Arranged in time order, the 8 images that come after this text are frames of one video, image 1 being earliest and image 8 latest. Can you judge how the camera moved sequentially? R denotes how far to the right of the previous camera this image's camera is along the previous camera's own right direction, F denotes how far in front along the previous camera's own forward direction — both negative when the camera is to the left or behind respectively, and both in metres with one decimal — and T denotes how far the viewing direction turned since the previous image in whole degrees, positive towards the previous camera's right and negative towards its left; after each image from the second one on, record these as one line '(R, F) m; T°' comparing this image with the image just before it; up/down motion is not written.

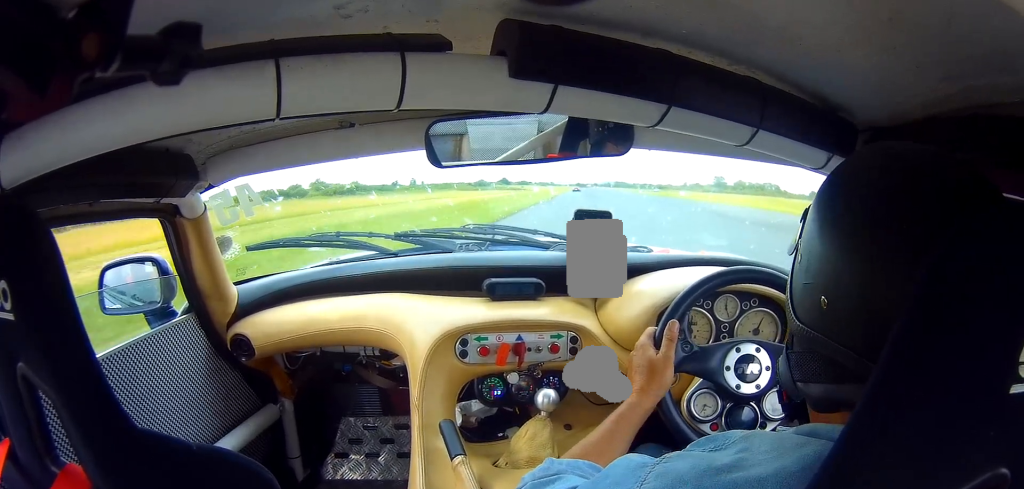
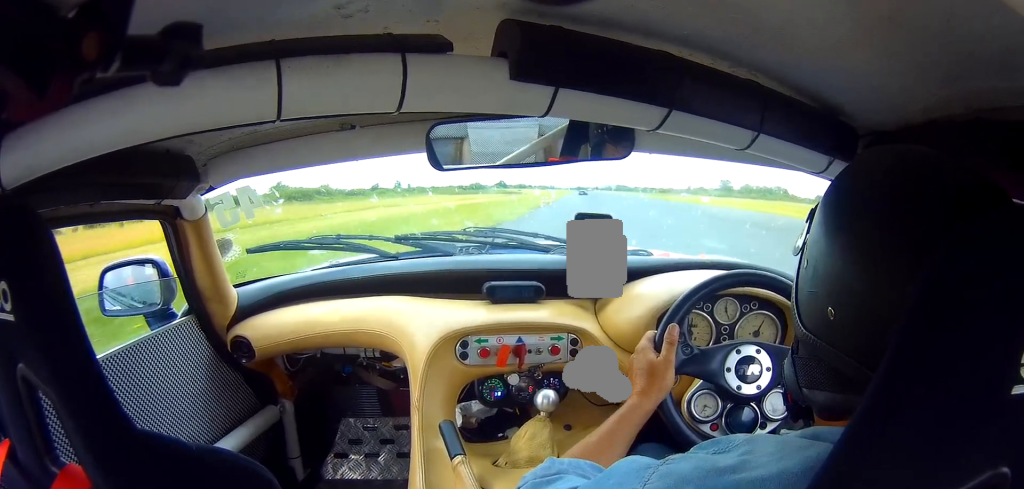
(-0.2, +21.7) m; 0°
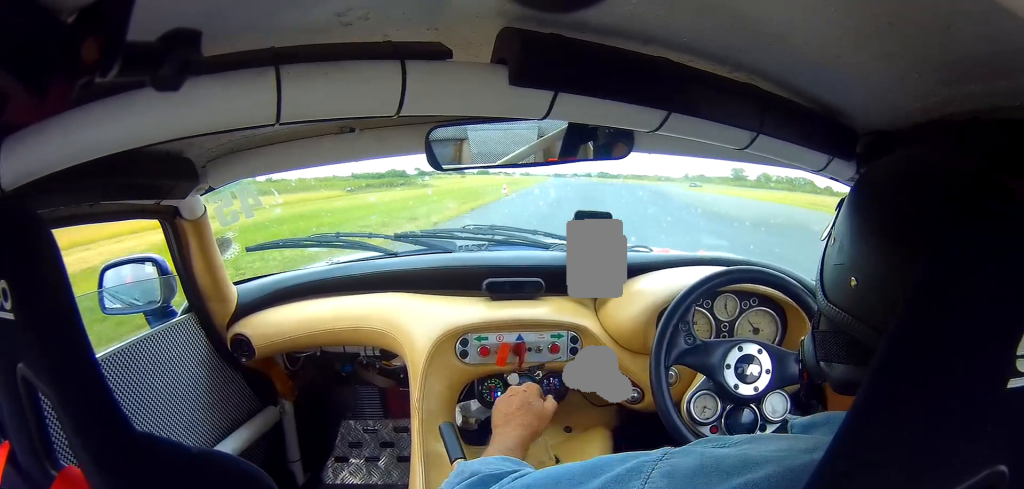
(+1.6, +104.1) m; +5°
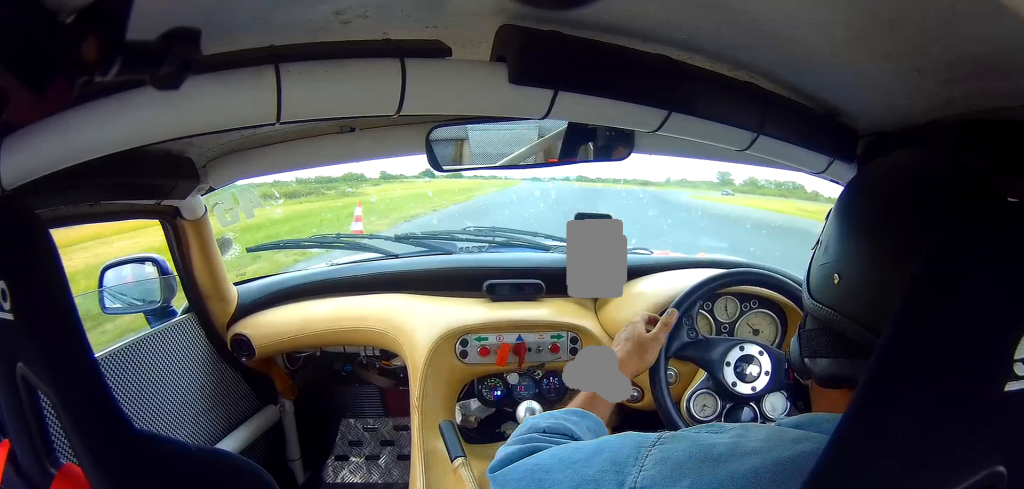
(+1.3, +20.1) m; +4°
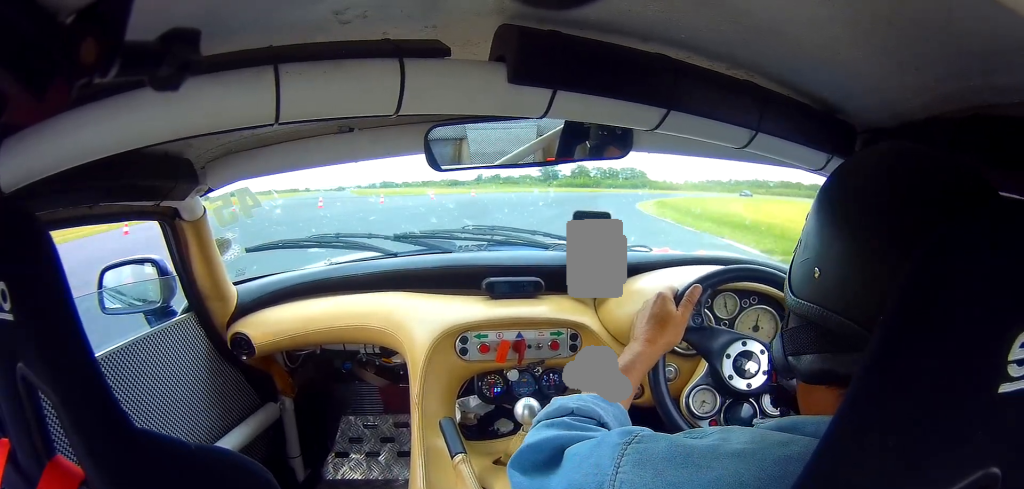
(+7.4, +65.4) m; +16°
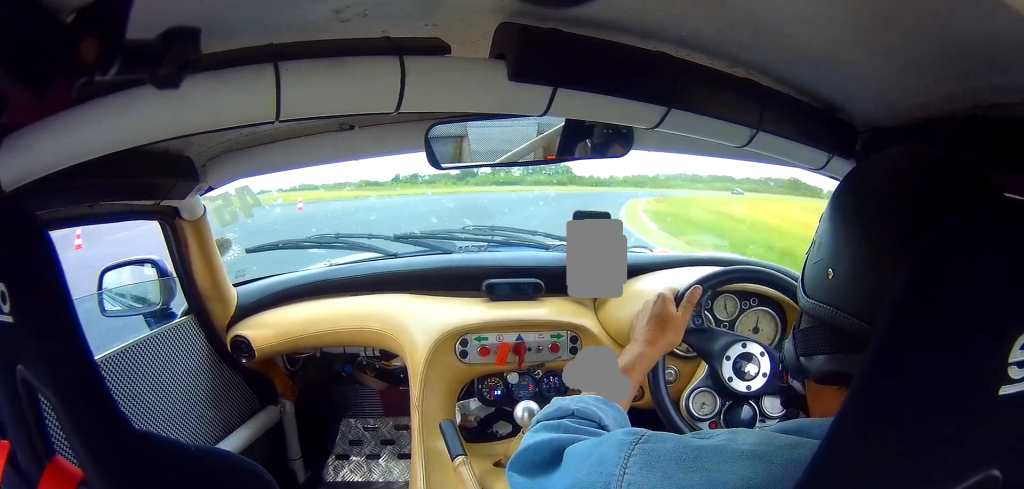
(+1.5, +22.3) m; +8°
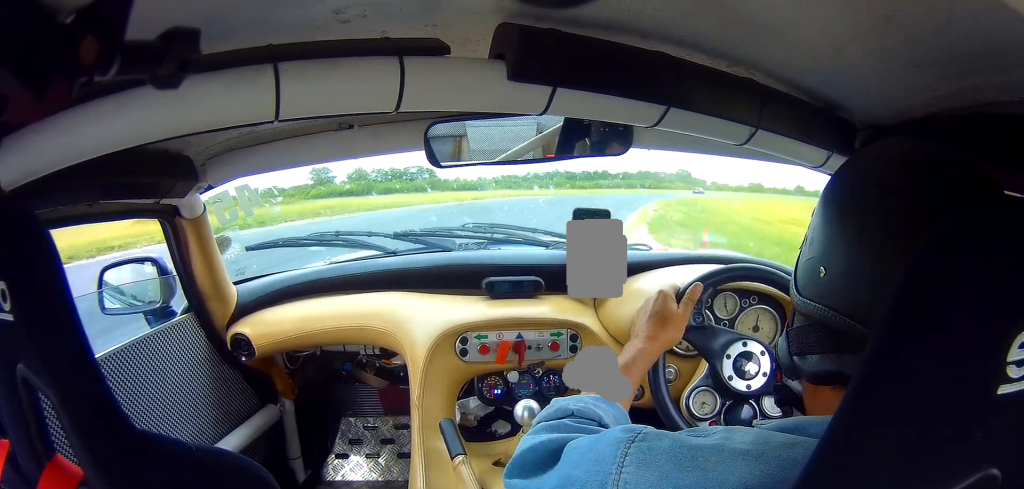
(+4.0, +35.0) m; +11°
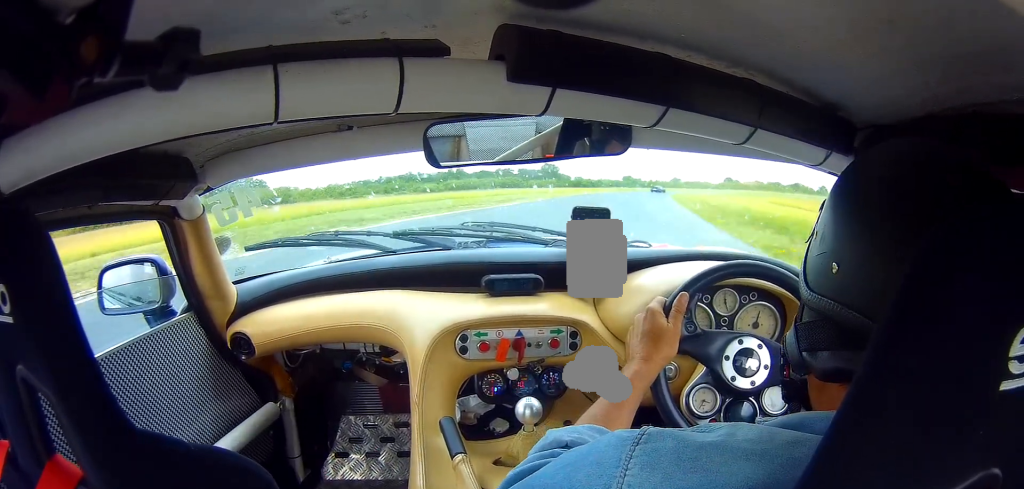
(+5.0, +46.2) m; +11°
